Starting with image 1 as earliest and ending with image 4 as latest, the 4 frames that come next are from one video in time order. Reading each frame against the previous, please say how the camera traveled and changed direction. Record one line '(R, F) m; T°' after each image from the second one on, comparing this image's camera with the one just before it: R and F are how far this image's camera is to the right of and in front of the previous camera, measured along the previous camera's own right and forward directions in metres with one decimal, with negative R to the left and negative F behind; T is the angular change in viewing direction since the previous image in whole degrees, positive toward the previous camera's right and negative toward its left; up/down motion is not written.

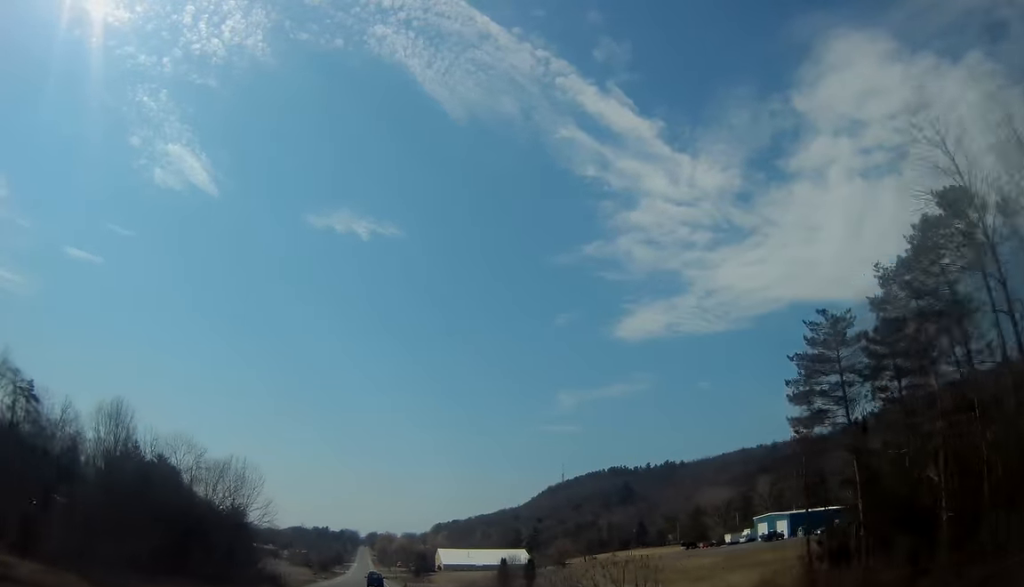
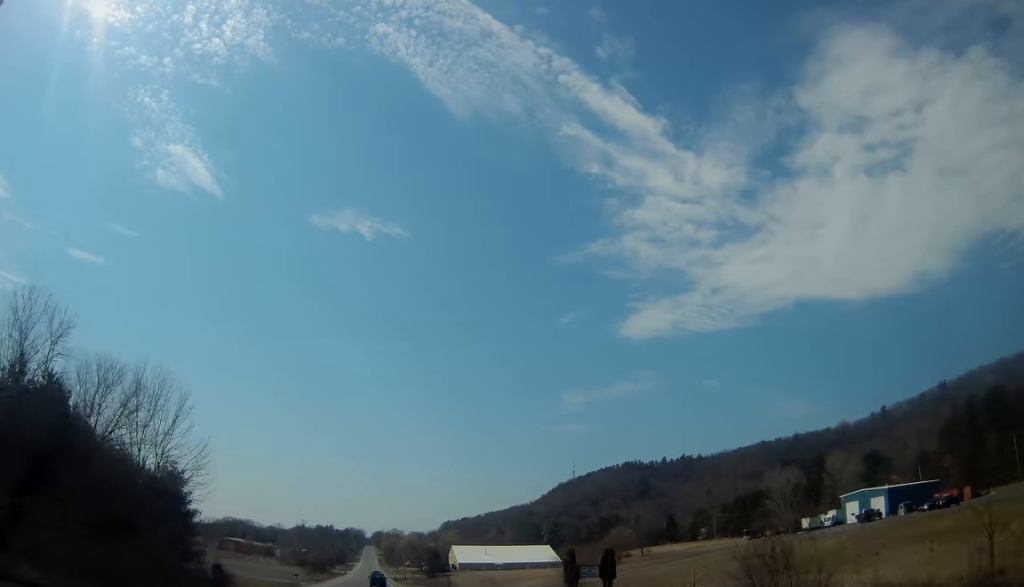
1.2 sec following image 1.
(-0.5, +29.6) m; -1°
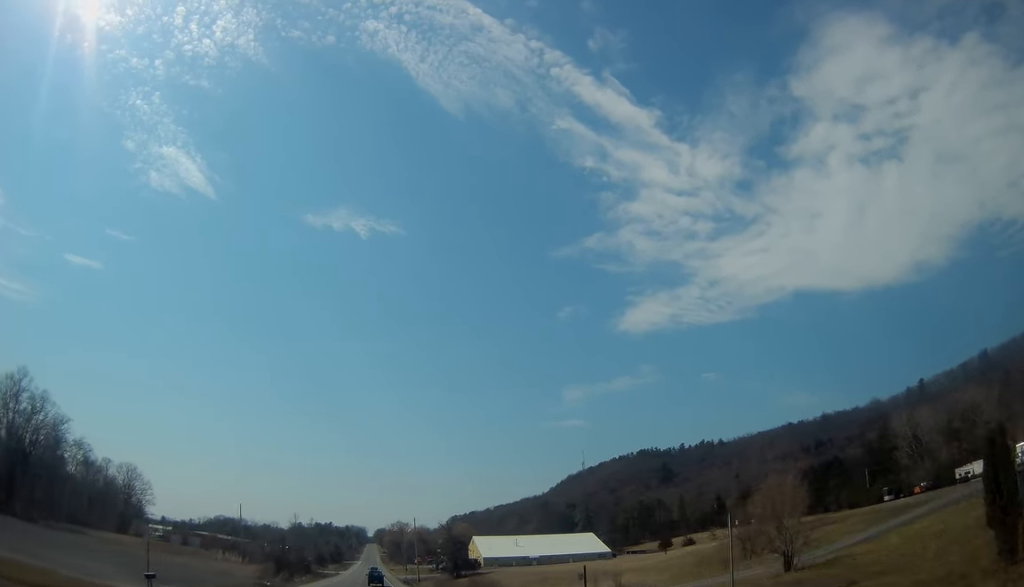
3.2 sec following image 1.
(+0.1, +47.5) m; 0°
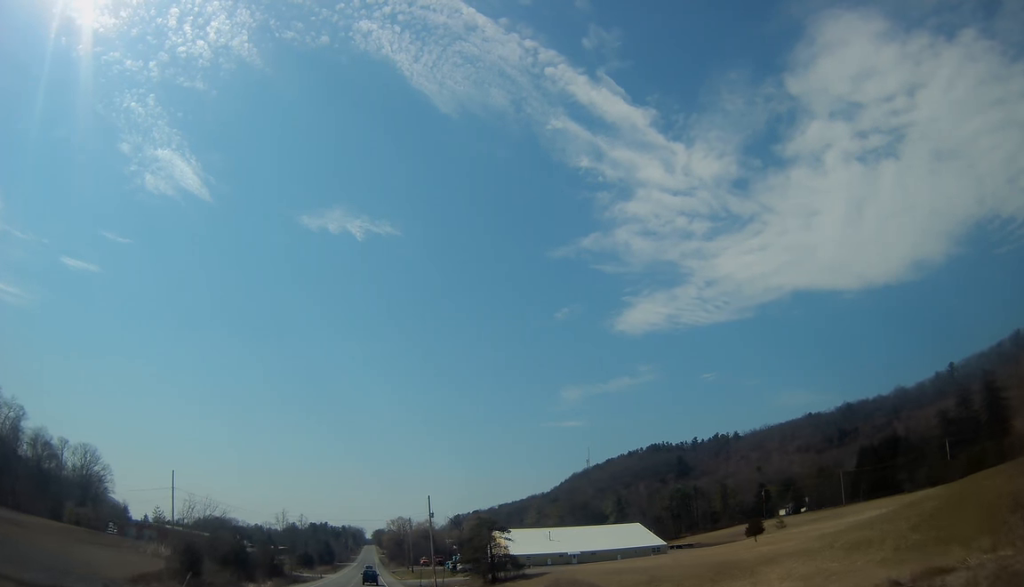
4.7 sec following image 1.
(-0.1, +37.4) m; 0°
